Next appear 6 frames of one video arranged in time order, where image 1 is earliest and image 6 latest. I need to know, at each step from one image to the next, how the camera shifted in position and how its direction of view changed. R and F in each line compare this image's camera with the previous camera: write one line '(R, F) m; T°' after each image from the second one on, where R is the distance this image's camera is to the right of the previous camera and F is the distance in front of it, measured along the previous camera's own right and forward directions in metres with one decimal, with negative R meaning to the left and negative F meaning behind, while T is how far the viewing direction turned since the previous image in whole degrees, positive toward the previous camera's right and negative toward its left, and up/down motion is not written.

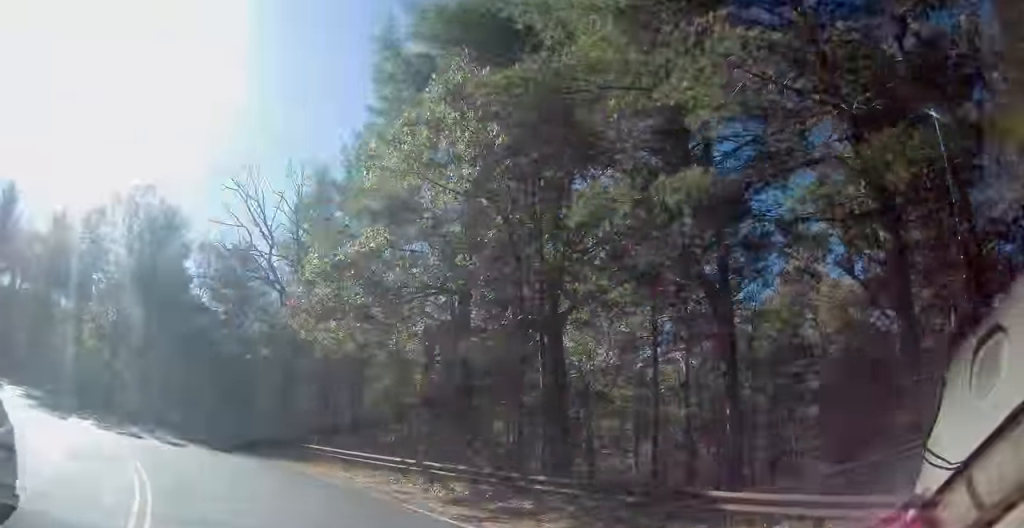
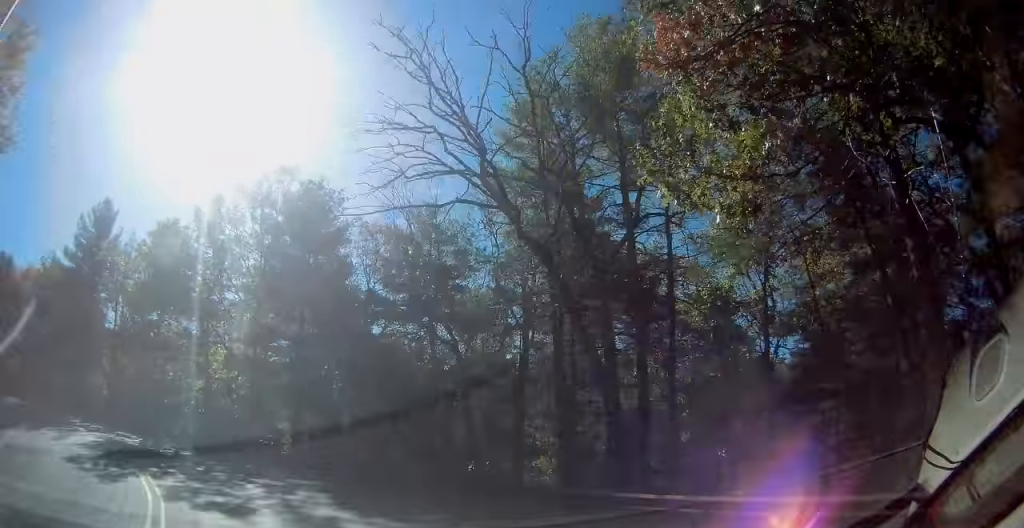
(-1.6, +11.6) m; -35°
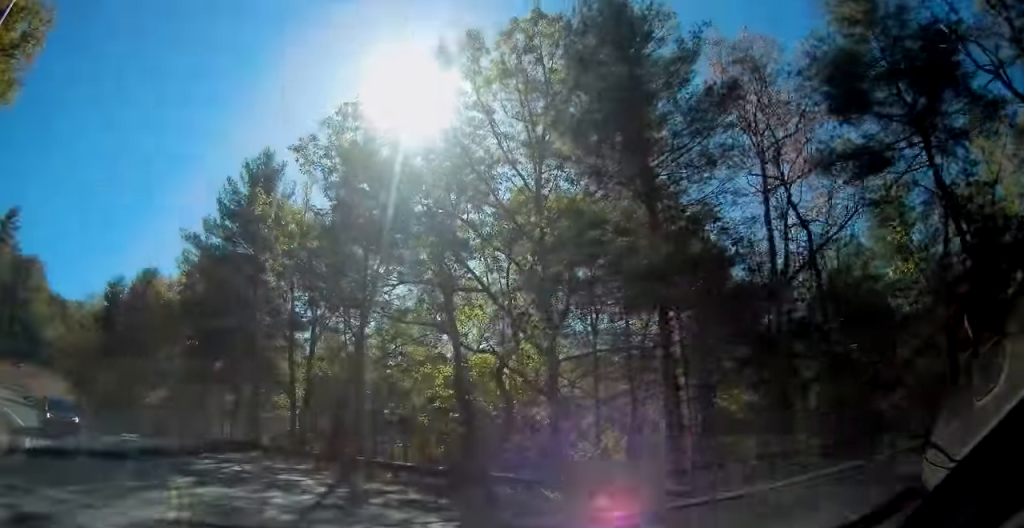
(-2.2, +15.5) m; -9°
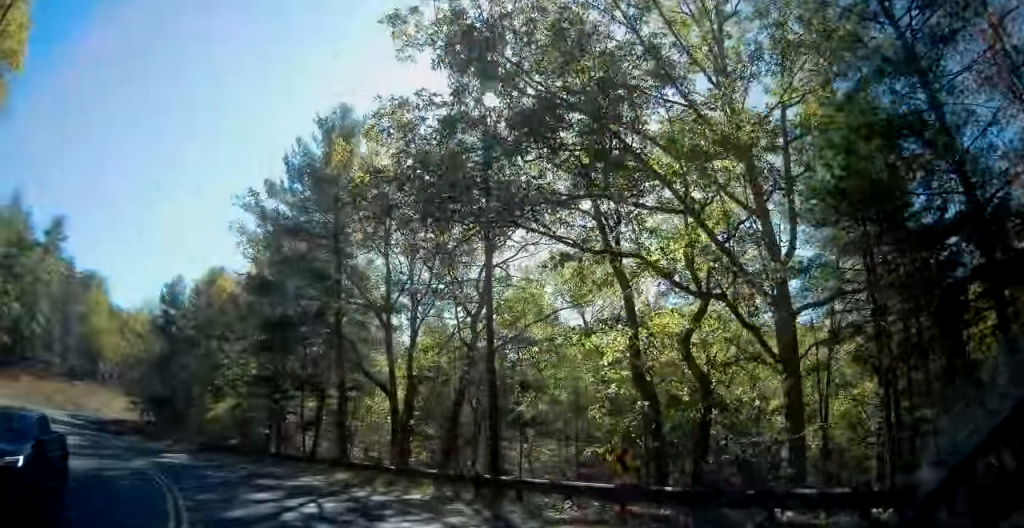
(-1.7, +7.2) m; -19°
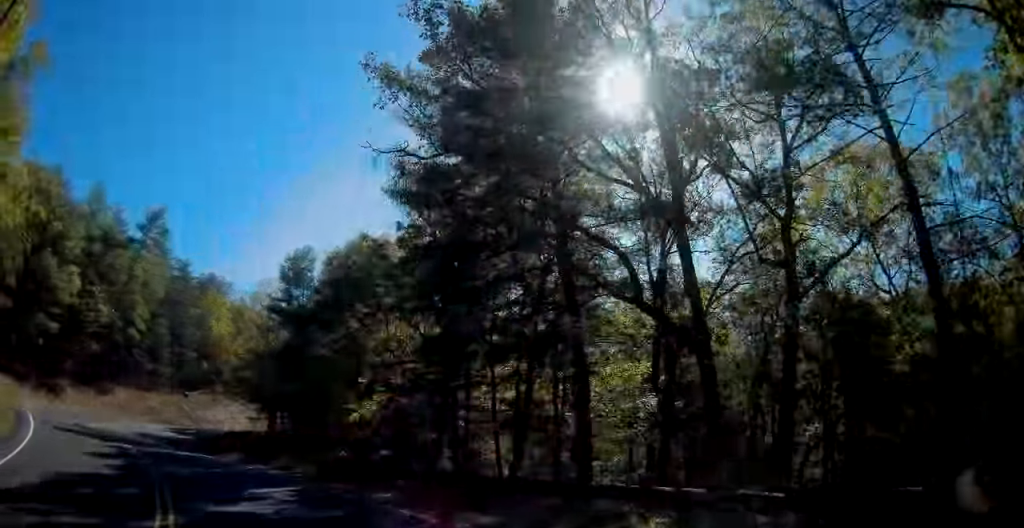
(-2.4, +11.8) m; -22°
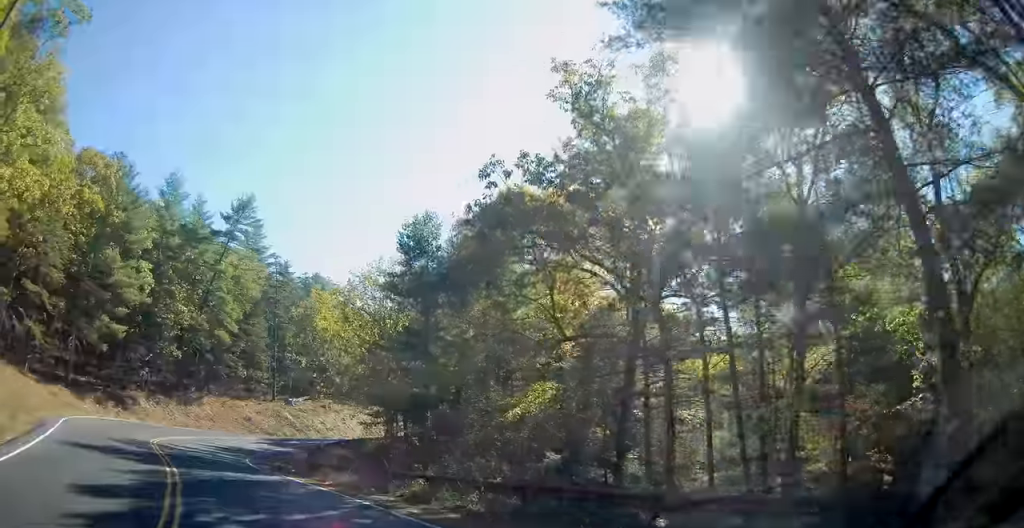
(-1.1, +8.4) m; -13°
